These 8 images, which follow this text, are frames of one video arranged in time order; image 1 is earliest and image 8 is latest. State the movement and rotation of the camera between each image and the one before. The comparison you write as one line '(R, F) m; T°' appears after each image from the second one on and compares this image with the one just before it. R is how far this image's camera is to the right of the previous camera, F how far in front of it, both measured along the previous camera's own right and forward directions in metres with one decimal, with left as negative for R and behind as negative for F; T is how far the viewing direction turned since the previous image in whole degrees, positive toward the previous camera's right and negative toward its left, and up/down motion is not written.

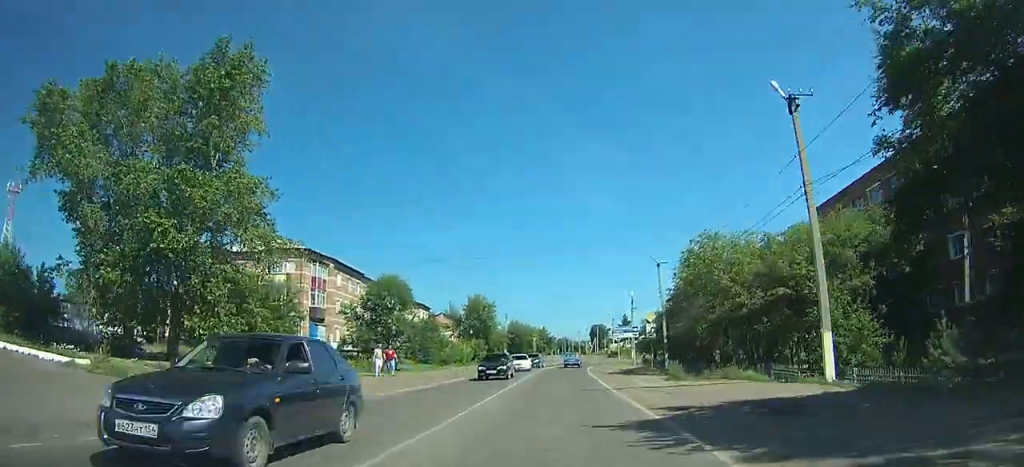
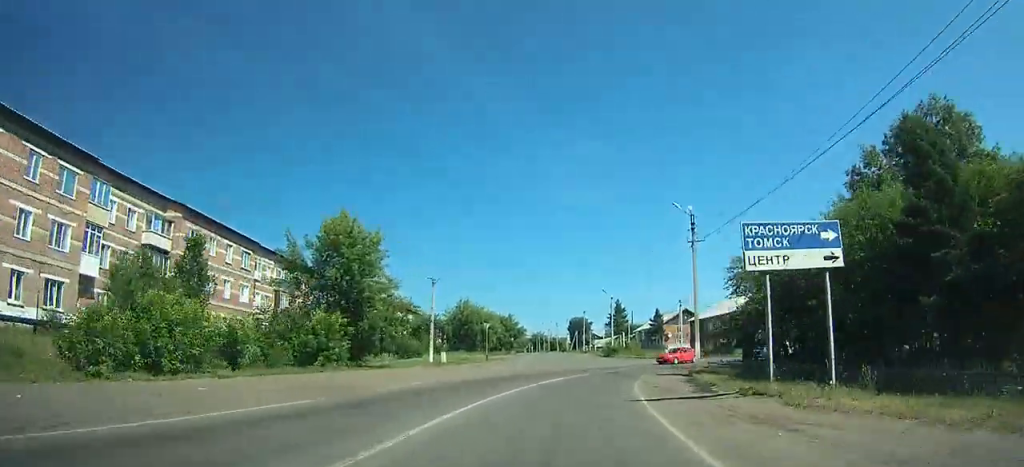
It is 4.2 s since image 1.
(+0.9, +41.7) m; +2°
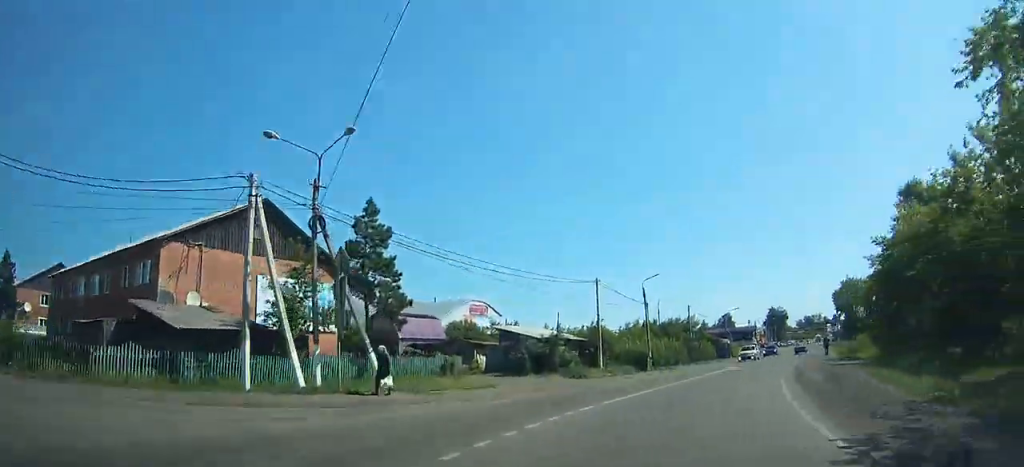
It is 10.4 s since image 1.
(+16.2, +55.0) m; +54°
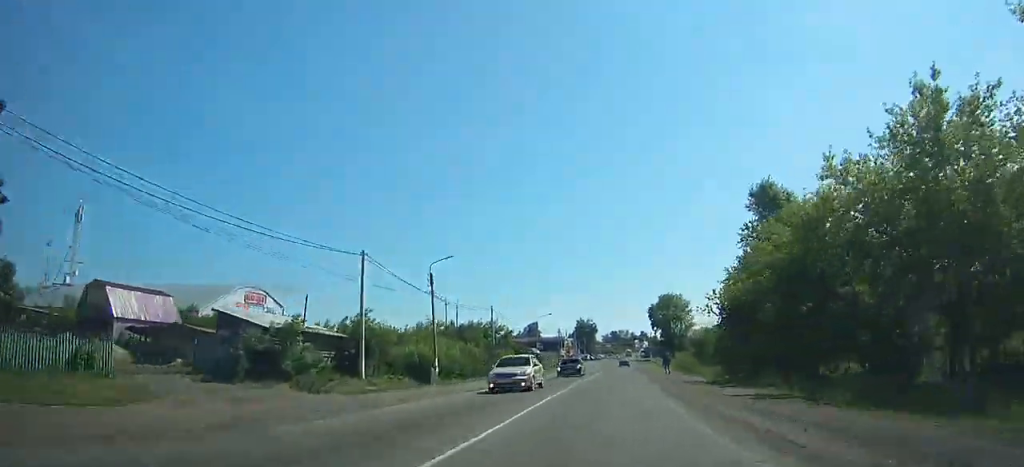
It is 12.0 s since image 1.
(+5.9, +14.7) m; +13°
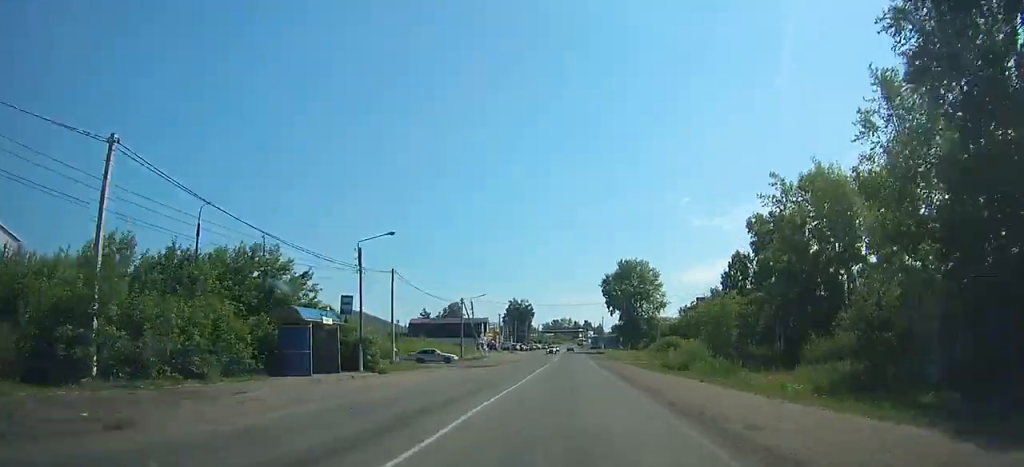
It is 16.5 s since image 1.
(+9.8, +46.6) m; +13°
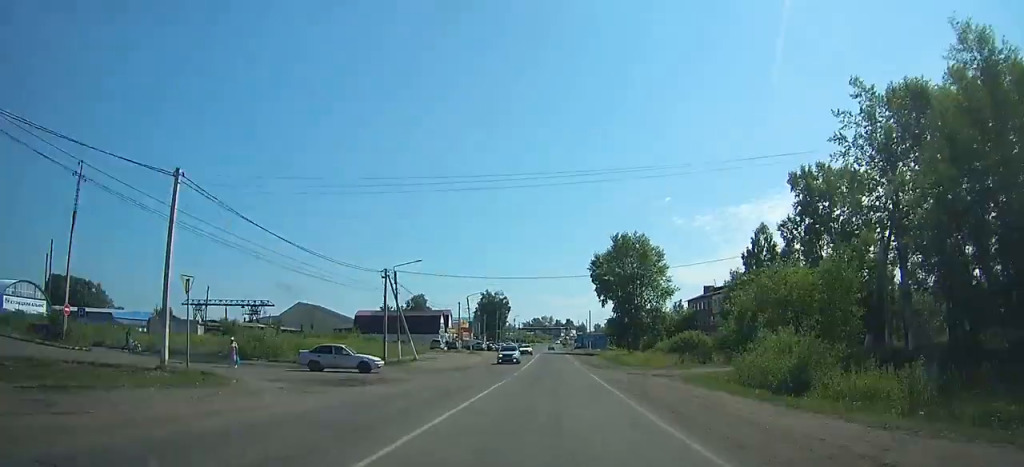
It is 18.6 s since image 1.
(+0.1, +24.8) m; 0°
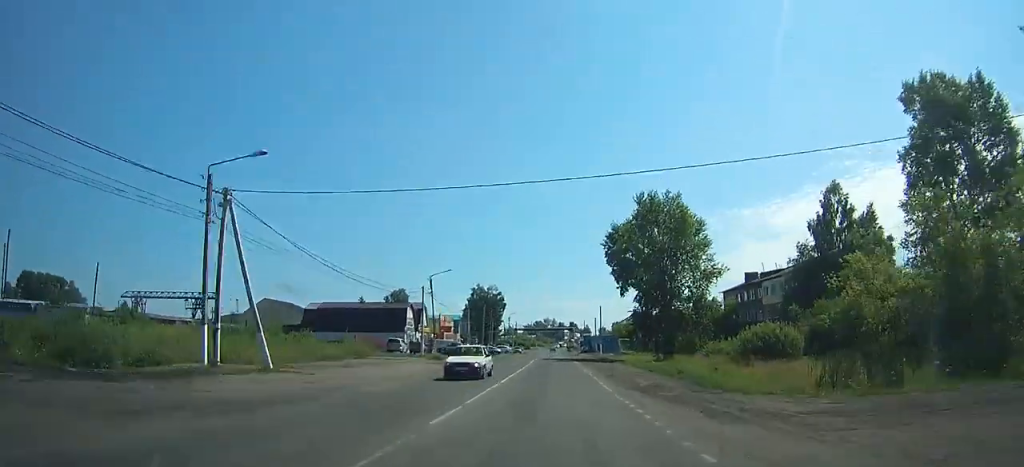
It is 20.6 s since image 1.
(-0.1, +24.4) m; -1°
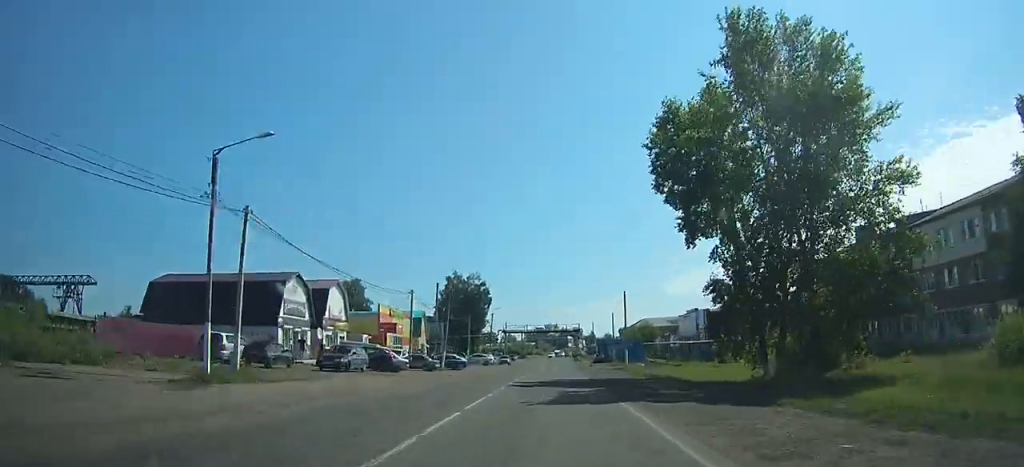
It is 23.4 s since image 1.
(-0.3, +34.9) m; -1°
